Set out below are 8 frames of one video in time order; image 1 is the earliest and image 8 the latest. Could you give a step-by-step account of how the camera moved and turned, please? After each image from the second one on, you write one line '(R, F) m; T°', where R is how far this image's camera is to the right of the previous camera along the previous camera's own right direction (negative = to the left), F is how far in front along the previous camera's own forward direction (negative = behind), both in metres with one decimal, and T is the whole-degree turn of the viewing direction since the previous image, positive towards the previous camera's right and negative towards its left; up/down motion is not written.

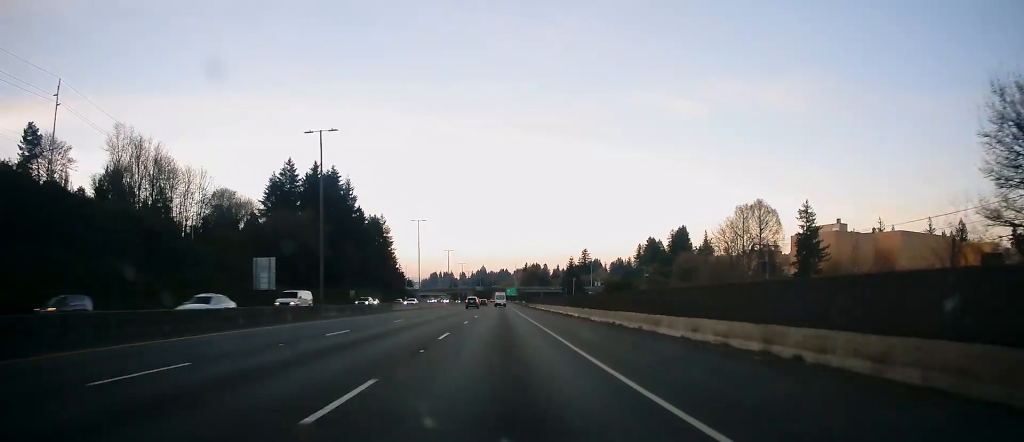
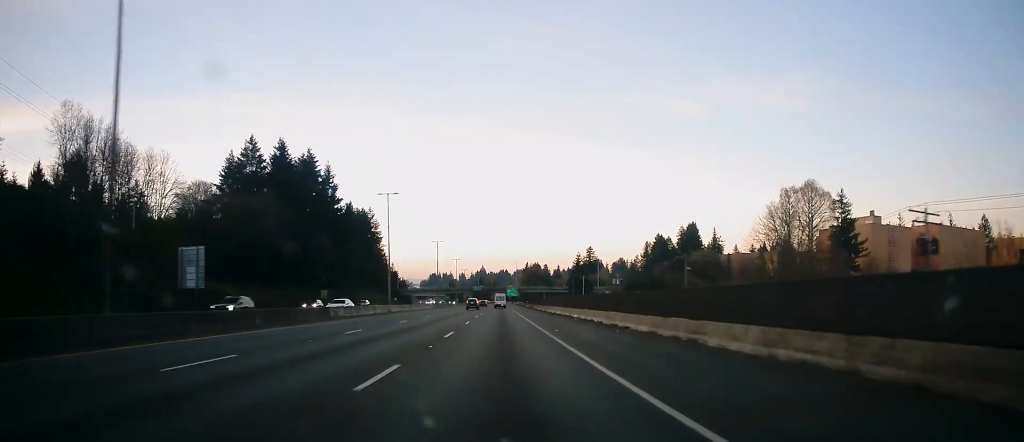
(0.0, +22.4) m; 0°
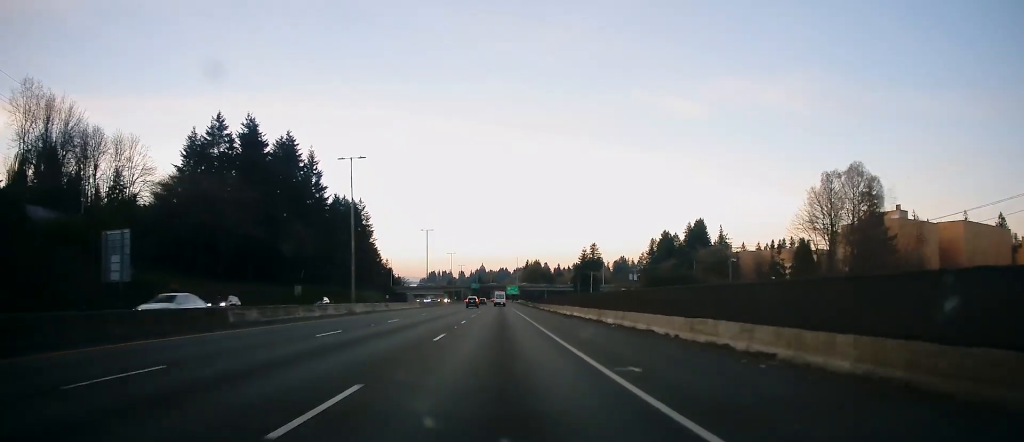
(+0.2, +15.2) m; 0°
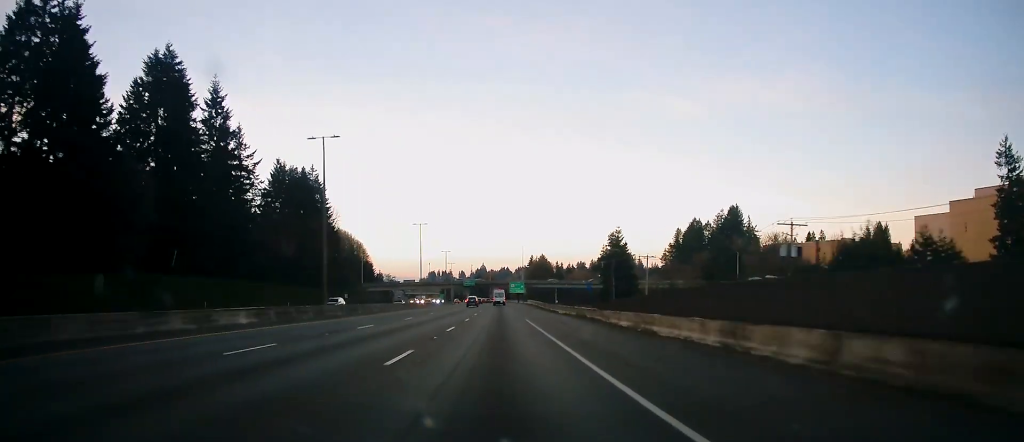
(-0.6, +55.4) m; -1°
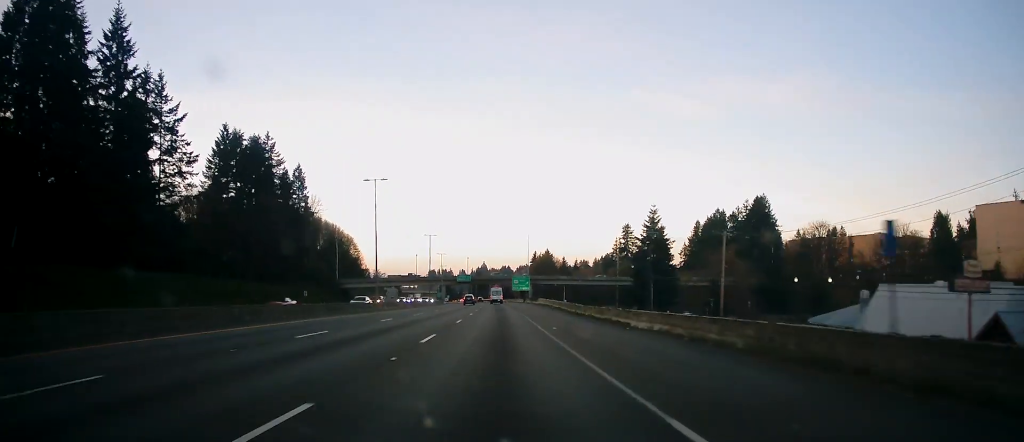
(+0.2, +32.1) m; 0°
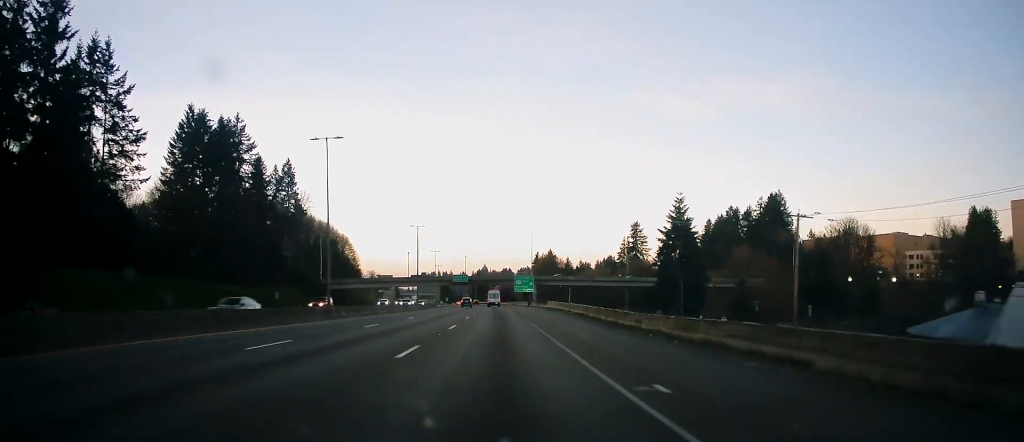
(+0.2, +16.1) m; 0°
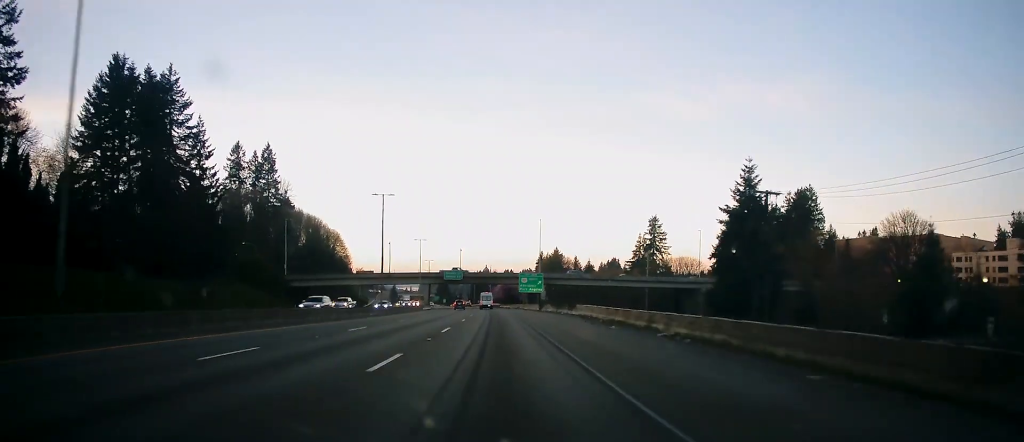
(-0.3, +27.1) m; -1°
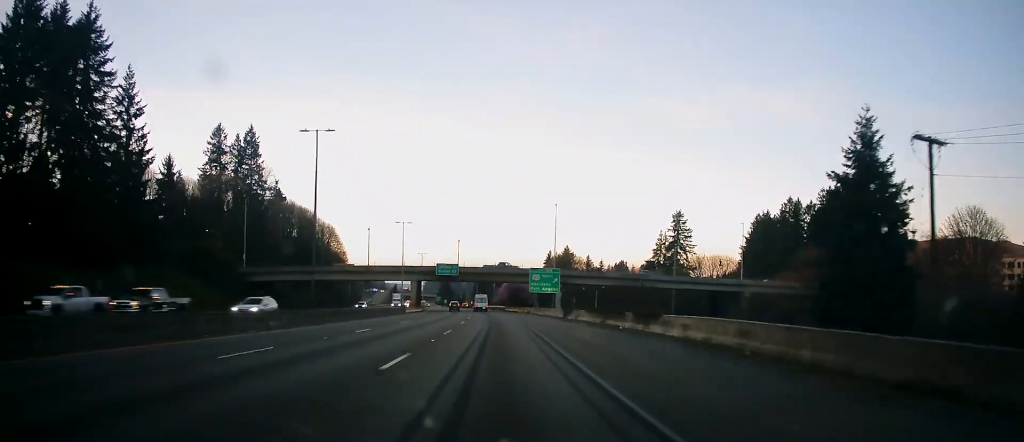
(0.0, +24.0) m; 0°
